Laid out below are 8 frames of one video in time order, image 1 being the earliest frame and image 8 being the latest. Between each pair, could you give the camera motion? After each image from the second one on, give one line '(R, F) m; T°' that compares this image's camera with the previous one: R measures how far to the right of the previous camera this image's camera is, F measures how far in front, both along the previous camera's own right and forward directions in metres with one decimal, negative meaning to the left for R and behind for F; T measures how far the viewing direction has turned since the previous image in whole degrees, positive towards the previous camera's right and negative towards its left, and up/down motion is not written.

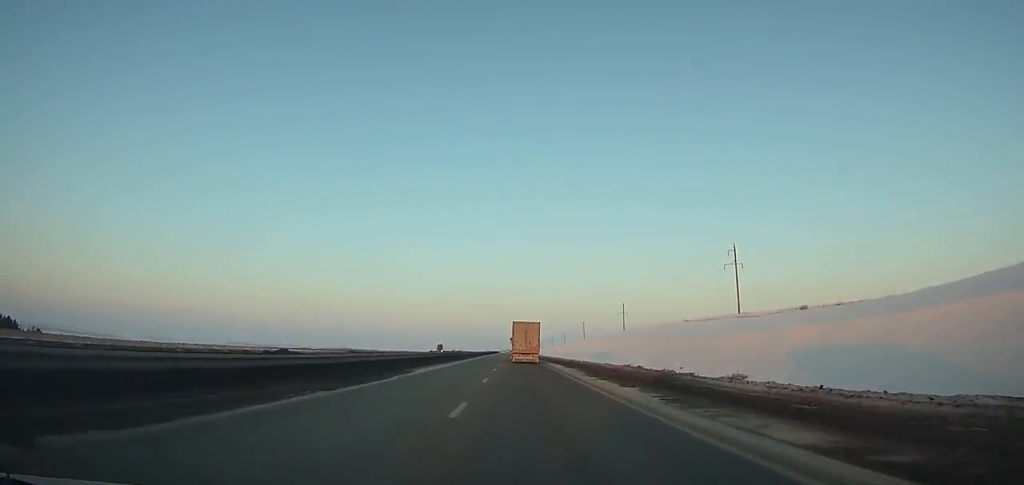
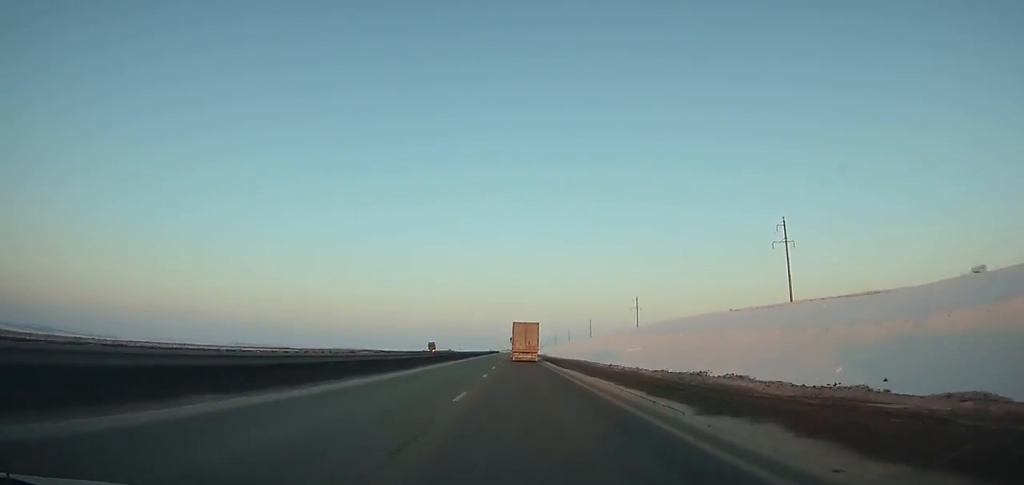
(-0.1, +32.4) m; 0°
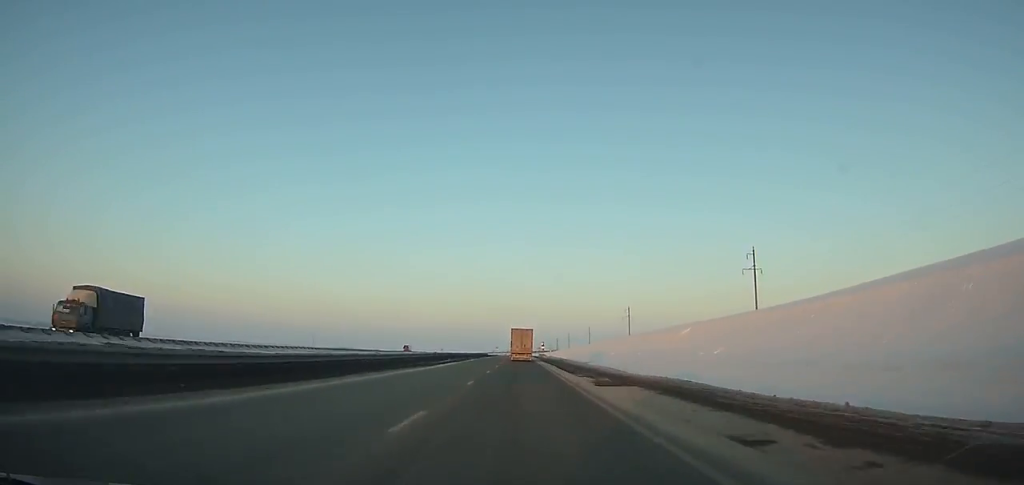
(-1.0, +149.6) m; -1°
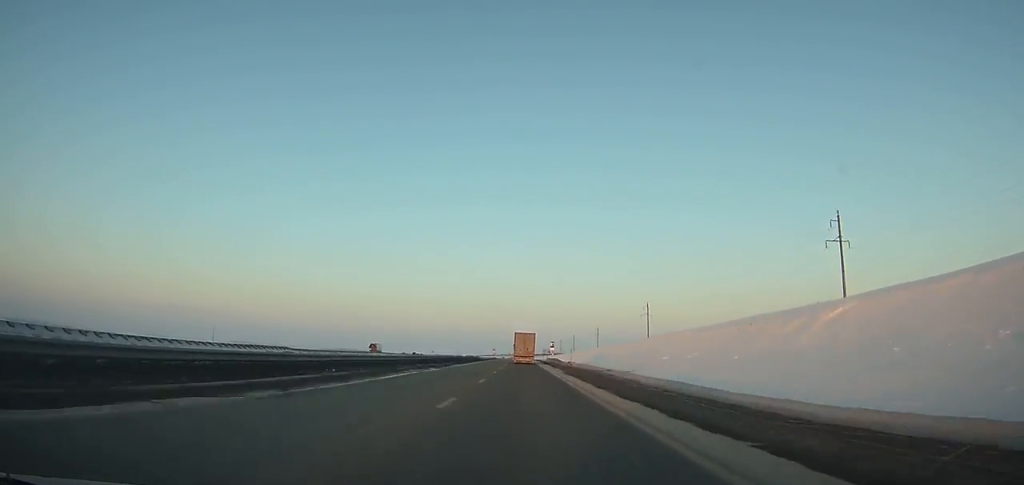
(-0.1, +43.5) m; 0°
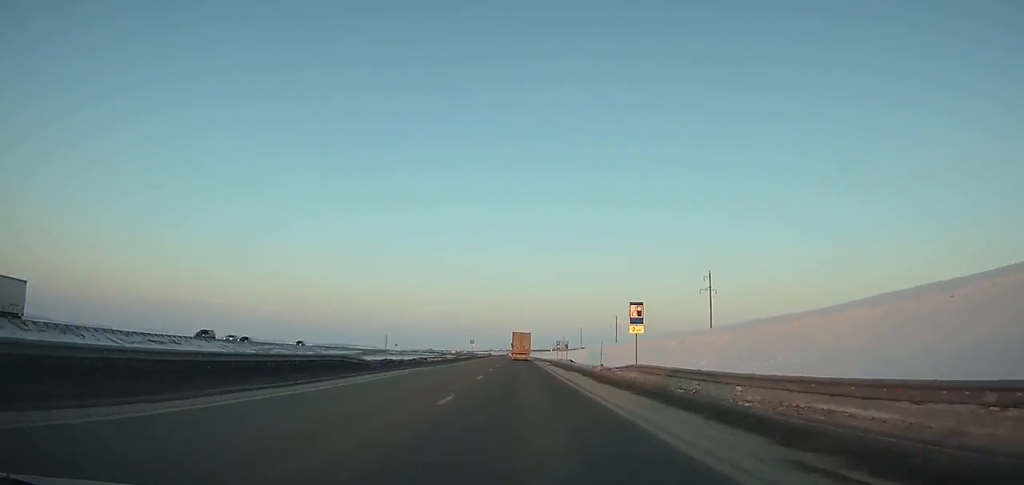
(+0.2, +95.7) m; 0°
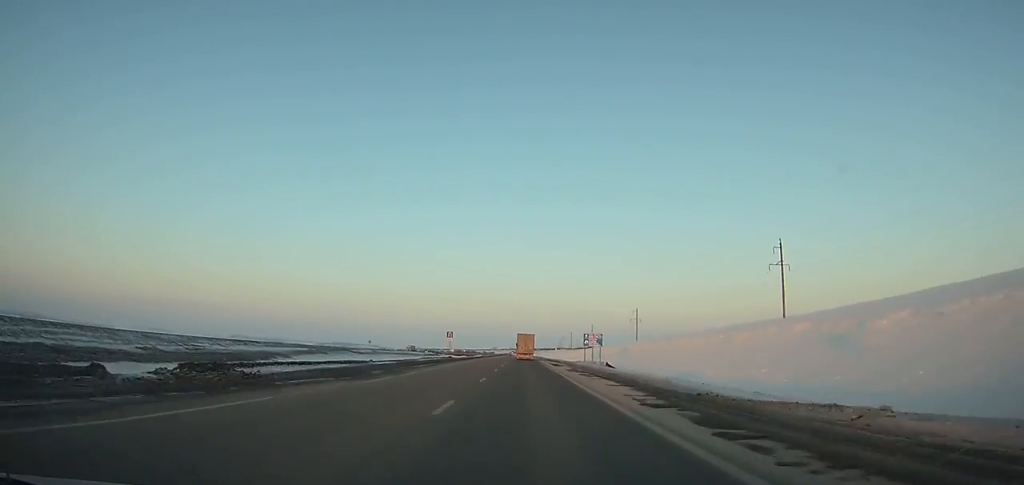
(0.0, +50.0) m; 0°
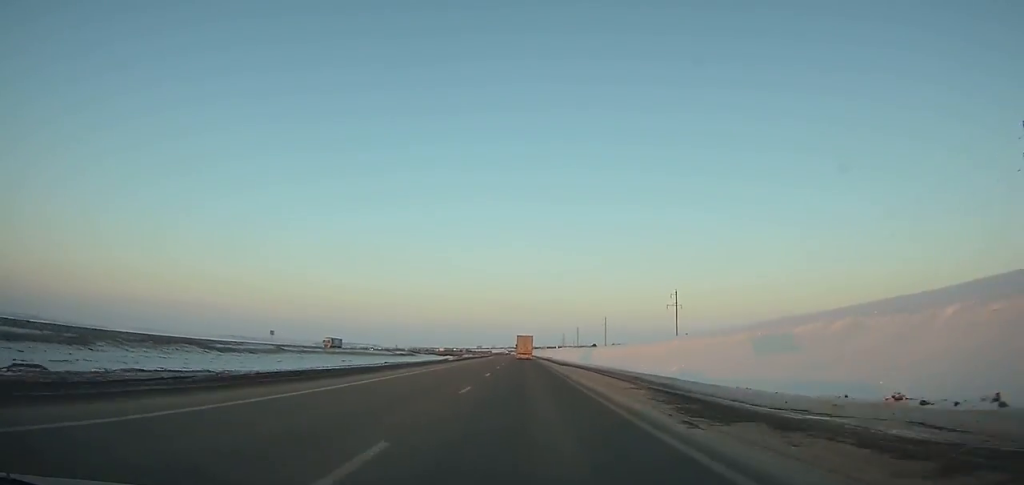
(+0.2, +78.5) m; 0°
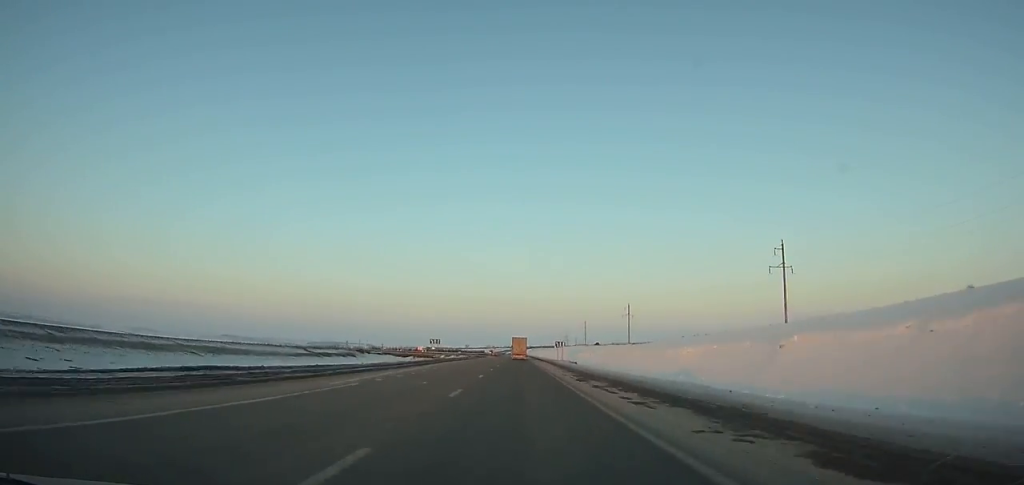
(-0.2, +95.8) m; 0°
